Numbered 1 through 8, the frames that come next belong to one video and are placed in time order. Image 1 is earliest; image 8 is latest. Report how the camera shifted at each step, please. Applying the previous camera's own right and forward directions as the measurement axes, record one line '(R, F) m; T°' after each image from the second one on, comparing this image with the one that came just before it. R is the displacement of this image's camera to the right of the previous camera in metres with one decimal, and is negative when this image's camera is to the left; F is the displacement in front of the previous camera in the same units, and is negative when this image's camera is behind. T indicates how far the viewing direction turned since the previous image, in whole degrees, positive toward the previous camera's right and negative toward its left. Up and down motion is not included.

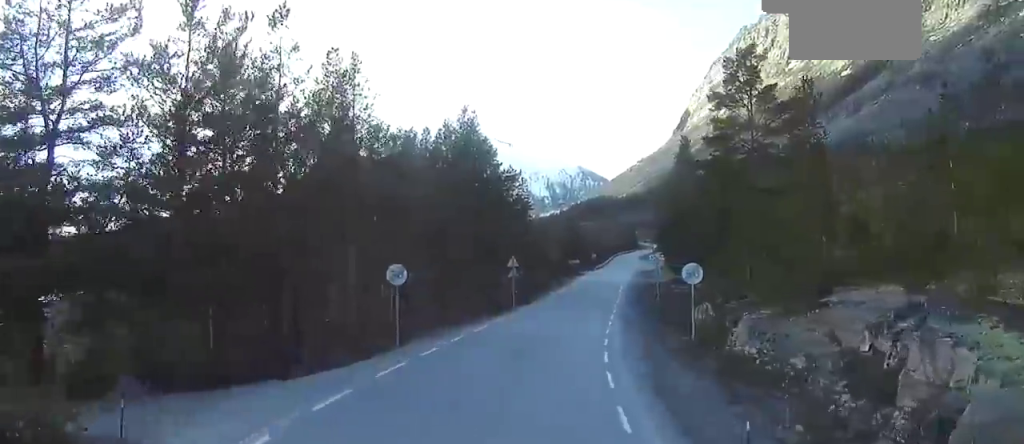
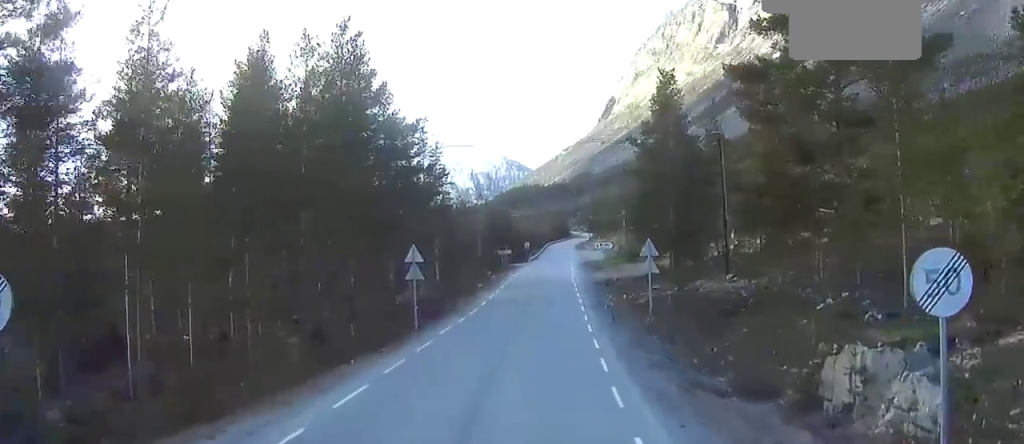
(+1.0, +26.9) m; +5°
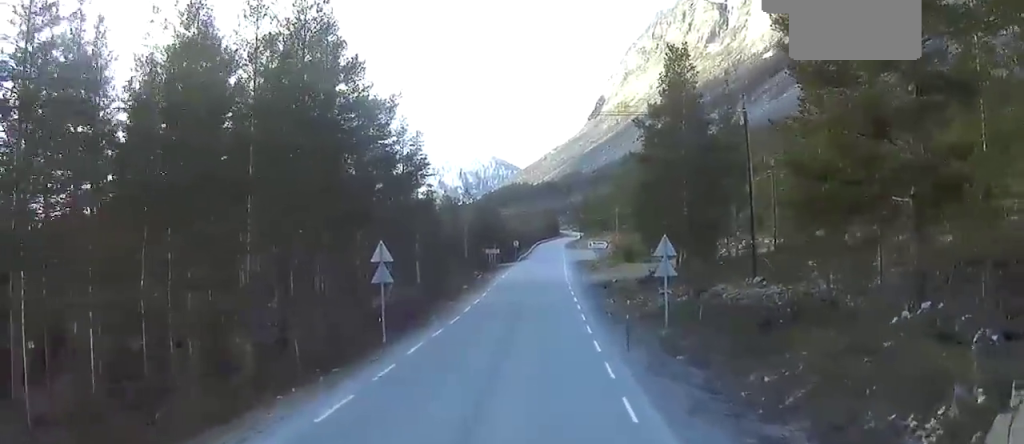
(+0.1, +7.4) m; +1°
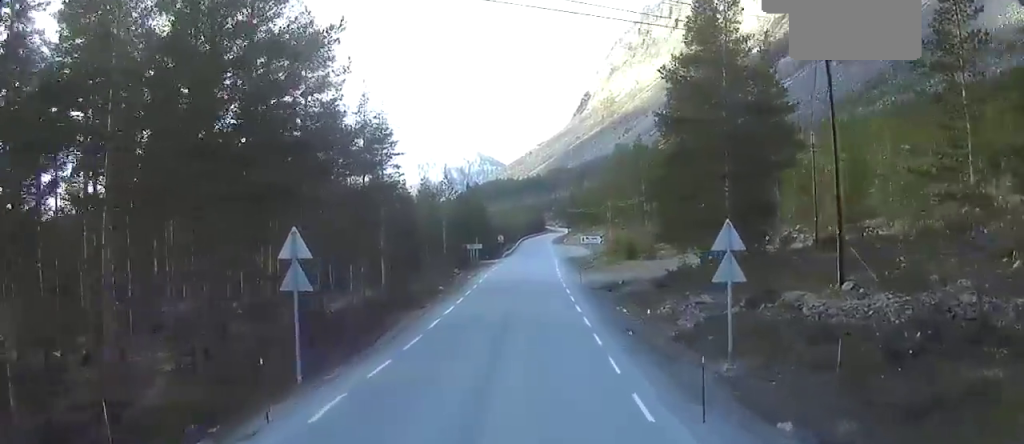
(0.0, +12.9) m; 0°
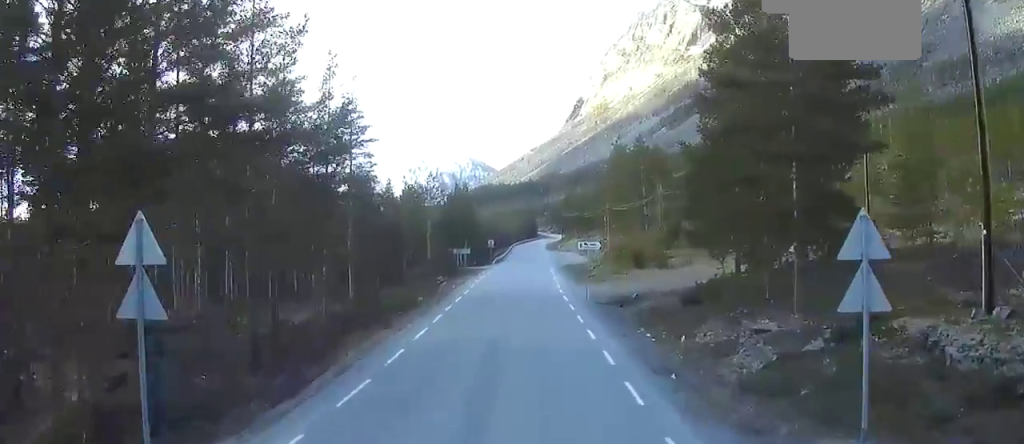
(+0.1, +10.3) m; +1°
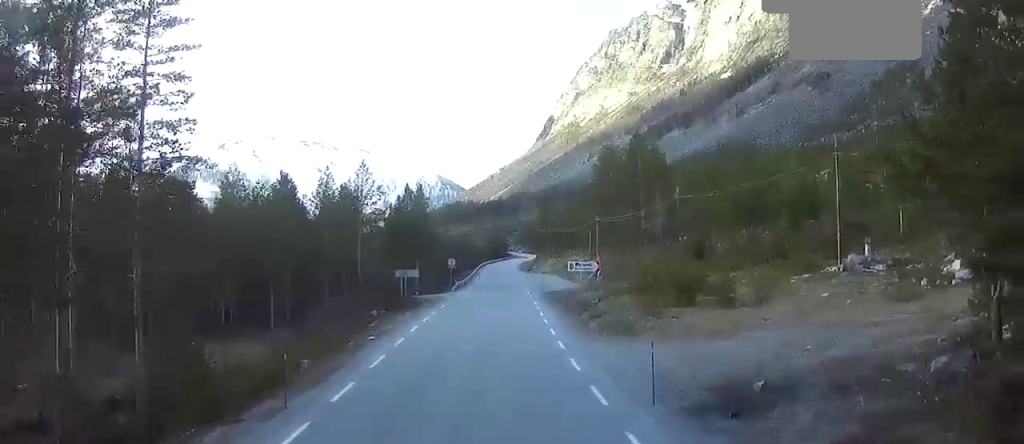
(+1.0, +29.4) m; +3°
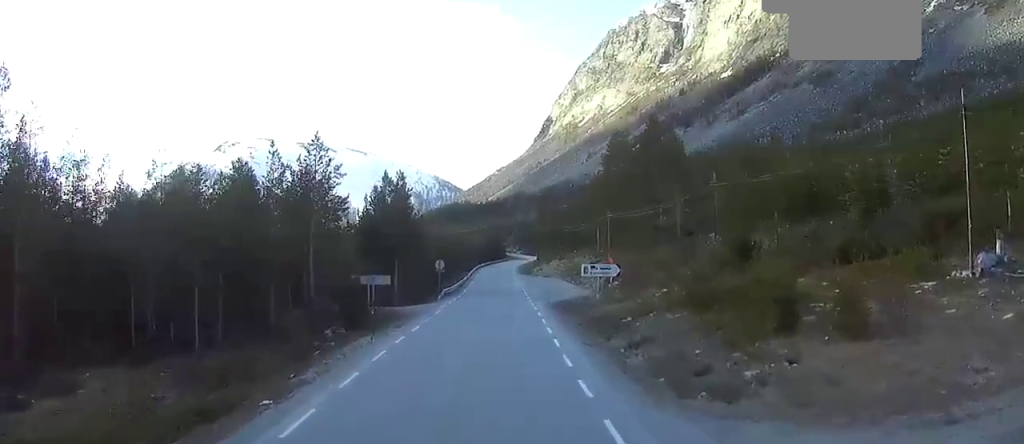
(+0.1, +16.8) m; 0°
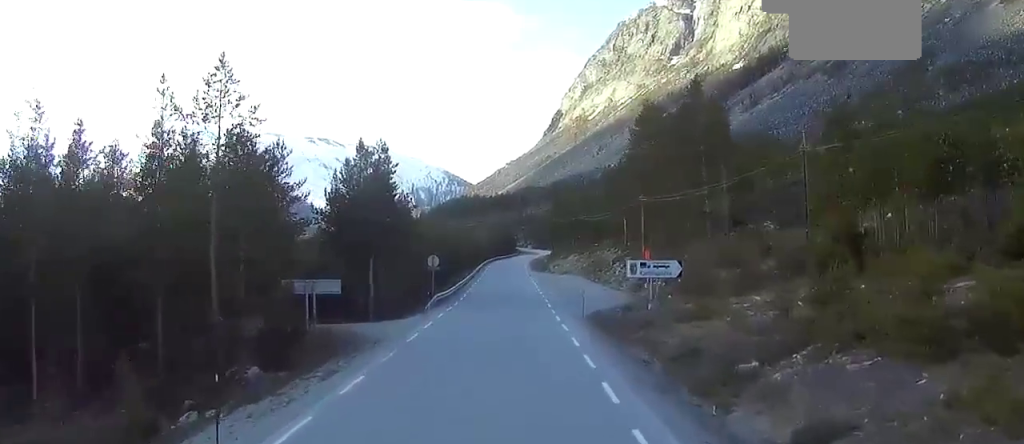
(-0.2, +20.4) m; -2°
